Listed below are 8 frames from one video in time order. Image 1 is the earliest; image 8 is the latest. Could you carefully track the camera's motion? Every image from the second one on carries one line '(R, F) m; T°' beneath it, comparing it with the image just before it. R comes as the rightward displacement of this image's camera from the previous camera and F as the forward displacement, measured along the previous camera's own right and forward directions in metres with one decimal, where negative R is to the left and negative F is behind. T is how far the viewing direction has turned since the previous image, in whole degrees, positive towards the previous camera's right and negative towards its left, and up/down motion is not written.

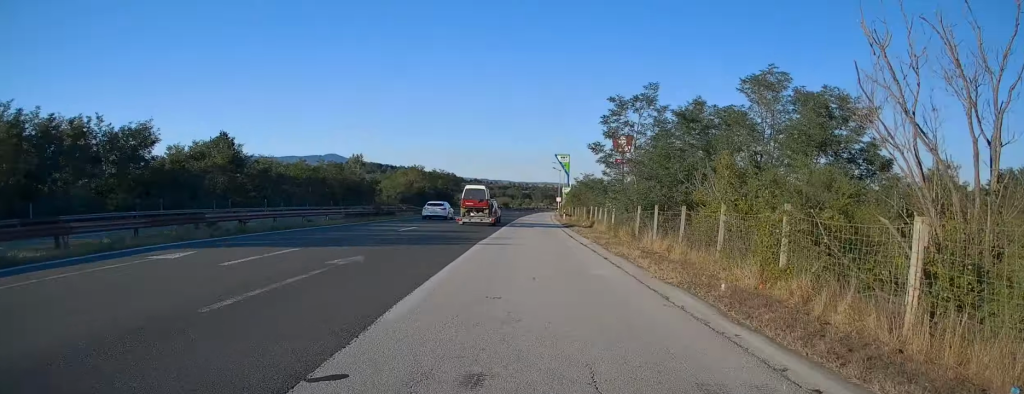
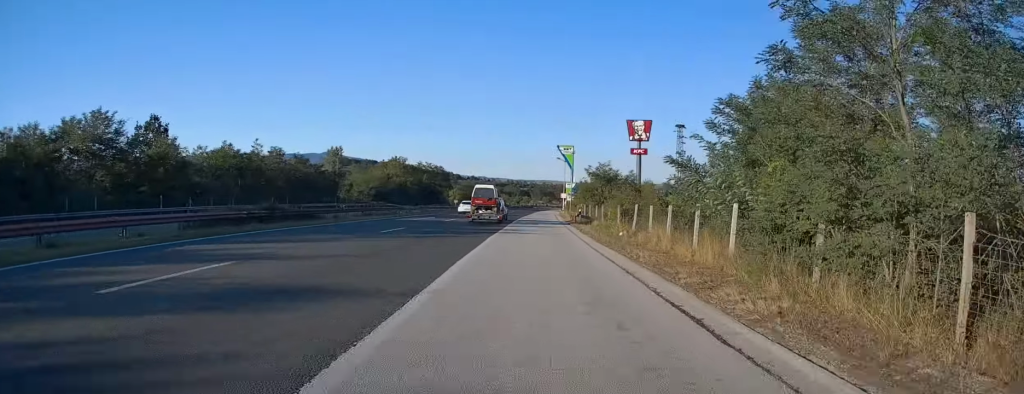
(0.0, +19.6) m; +1°
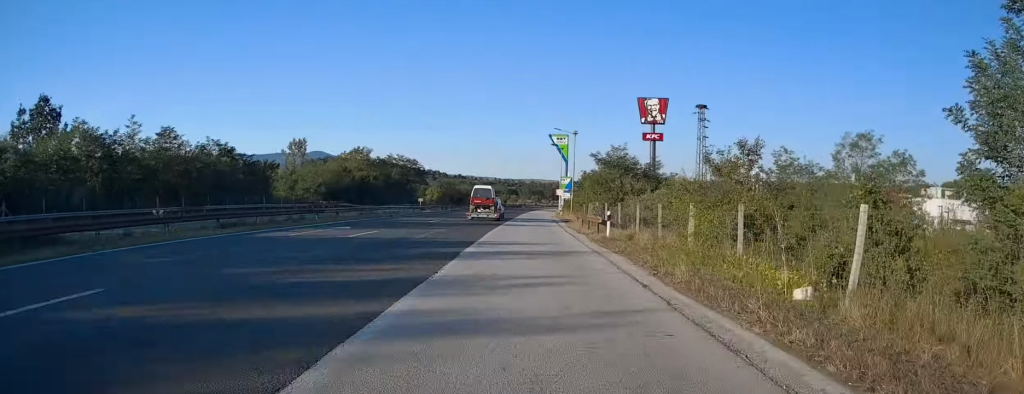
(+0.2, +19.7) m; +1°
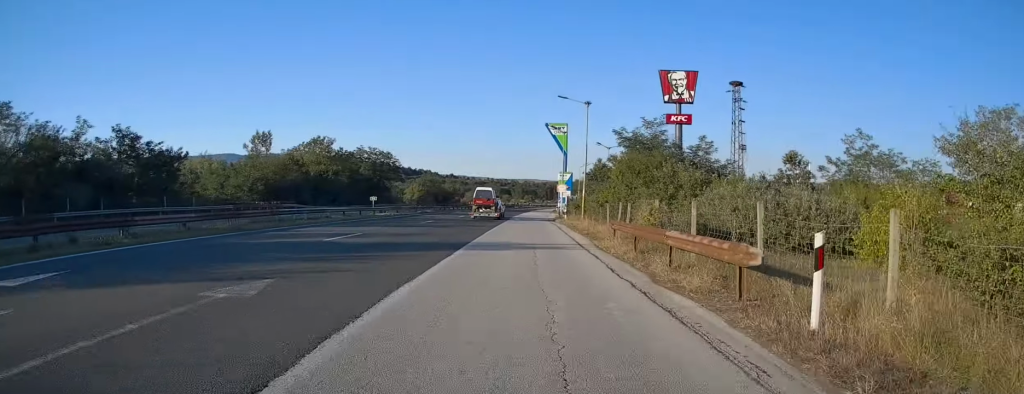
(+0.1, +17.3) m; 0°
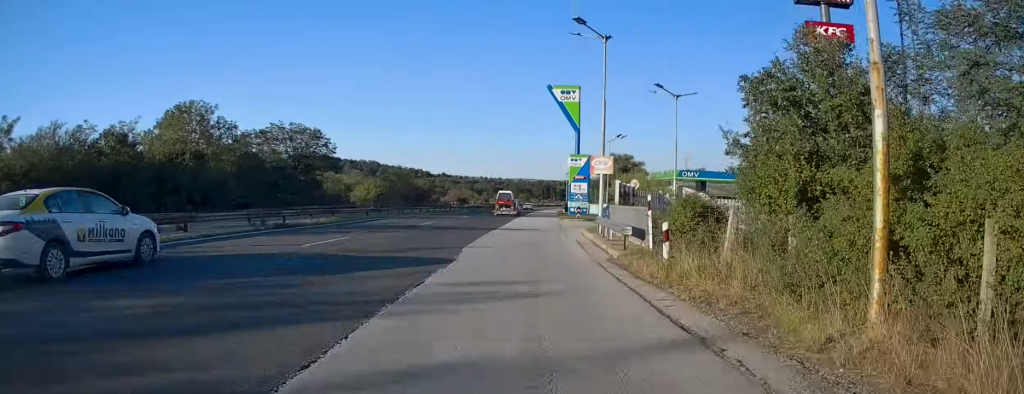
(+0.1, +33.4) m; +1°
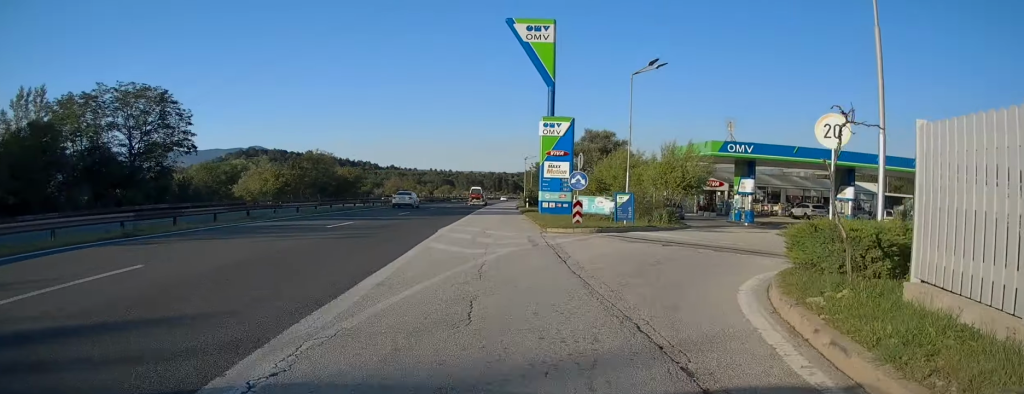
(+0.6, +23.7) m; +7°
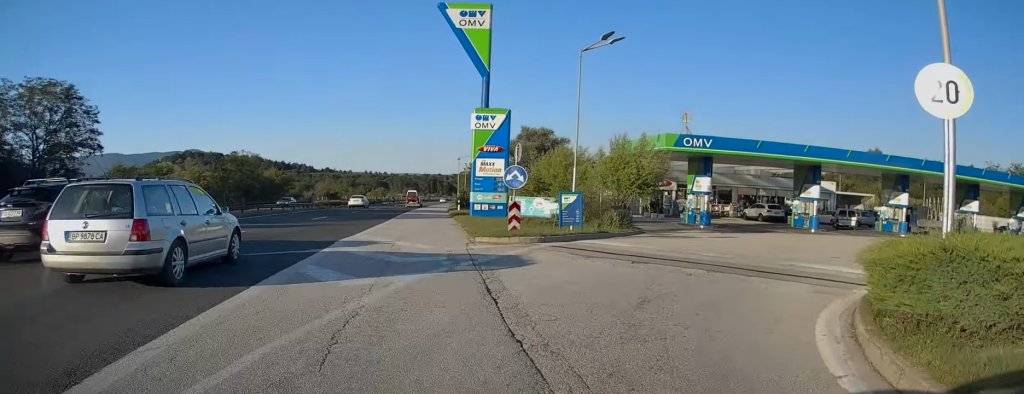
(-0.1, +4.6) m; +4°
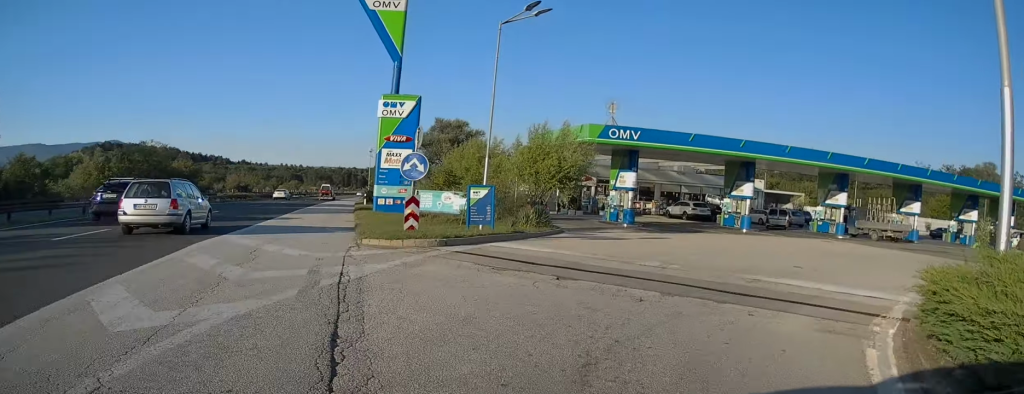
(+0.3, +2.5) m; +8°
